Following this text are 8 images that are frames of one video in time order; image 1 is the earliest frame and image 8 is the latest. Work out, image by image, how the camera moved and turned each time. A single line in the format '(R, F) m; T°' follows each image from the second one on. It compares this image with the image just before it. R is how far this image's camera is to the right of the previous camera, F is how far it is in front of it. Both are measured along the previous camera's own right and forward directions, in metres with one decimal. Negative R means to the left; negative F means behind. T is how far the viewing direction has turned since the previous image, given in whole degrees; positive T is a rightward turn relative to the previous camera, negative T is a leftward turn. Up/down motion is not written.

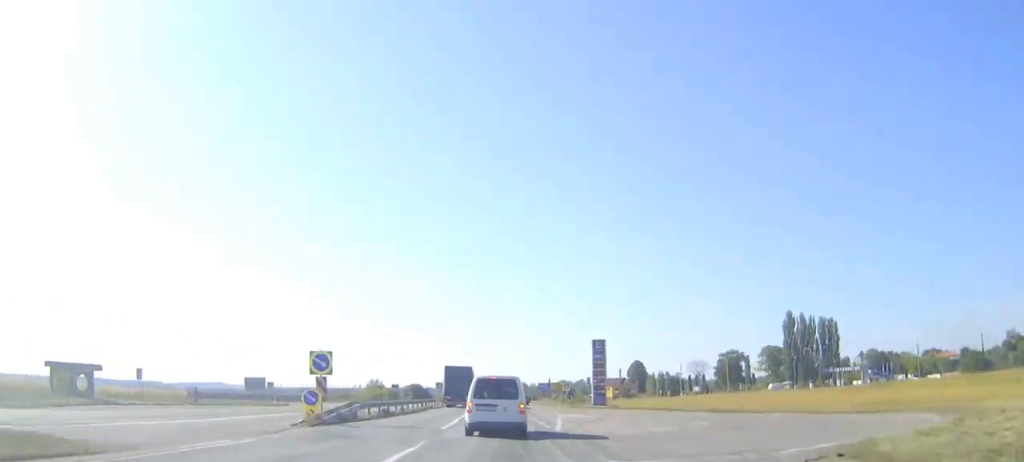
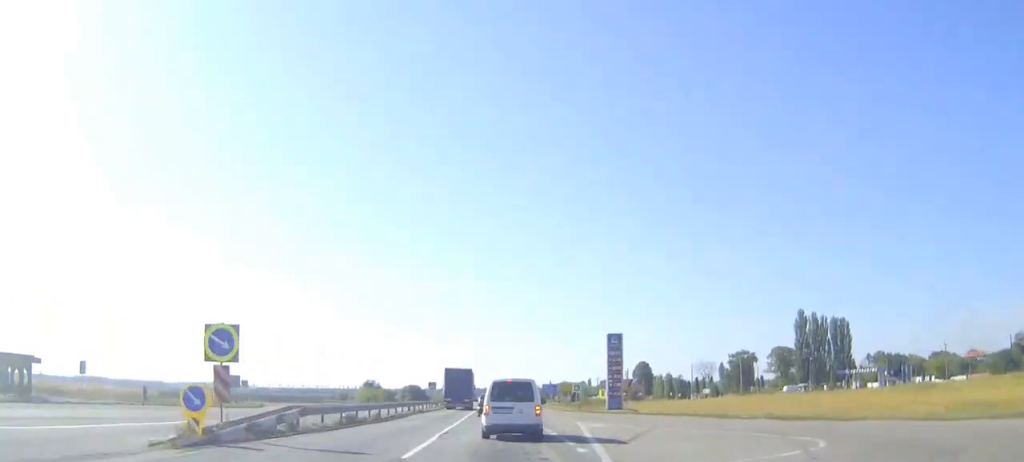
(0.0, +12.0) m; 0°
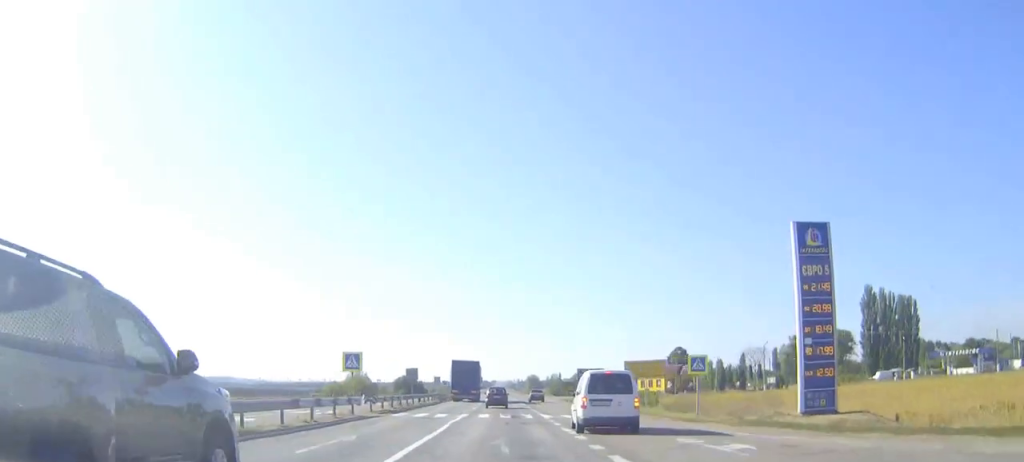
(-0.1, +52.0) m; 0°
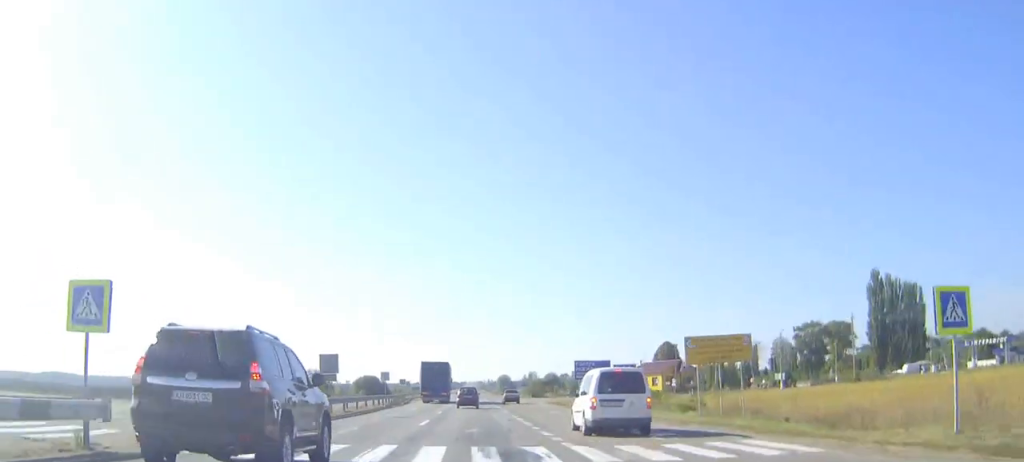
(0.0, +23.6) m; 0°
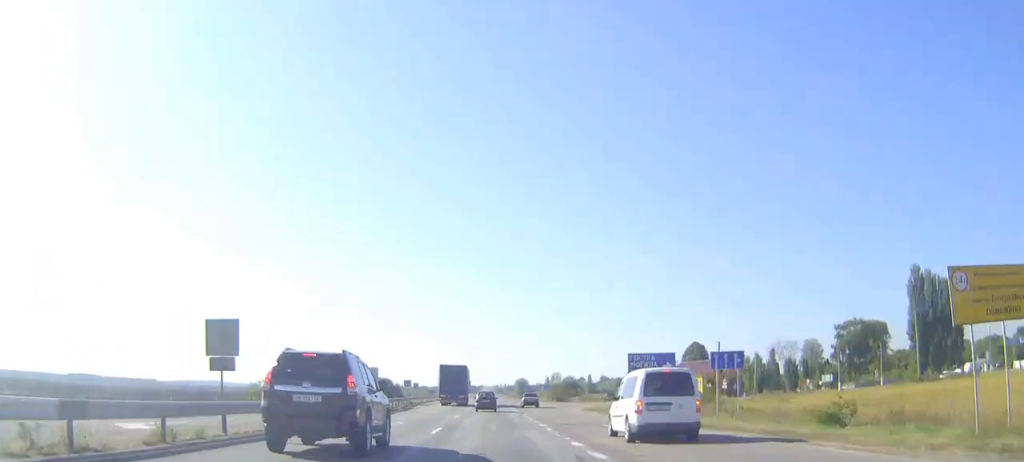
(0.0, +19.2) m; 0°
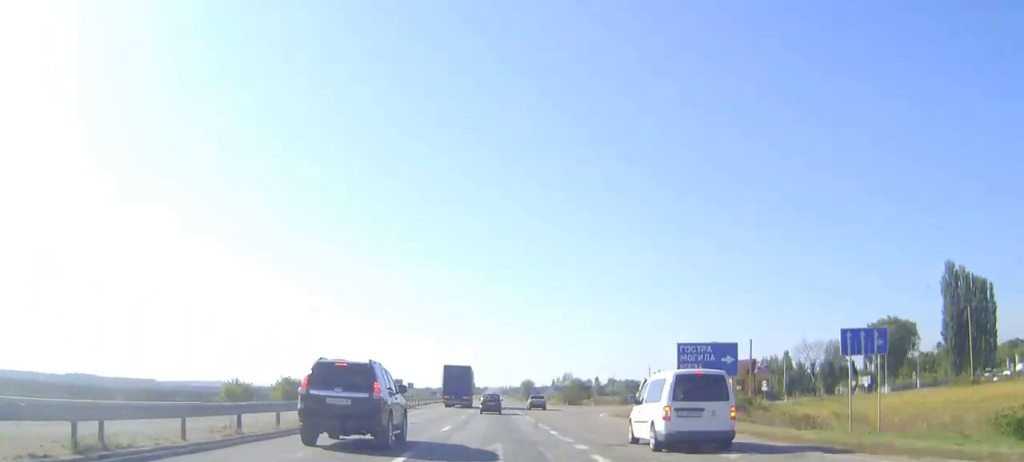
(0.0, +11.8) m; 0°
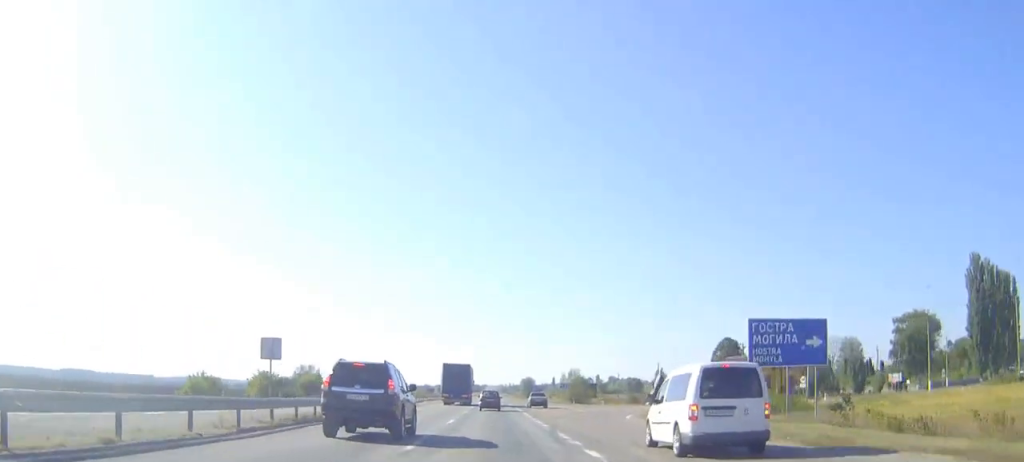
(0.0, +11.1) m; 0°
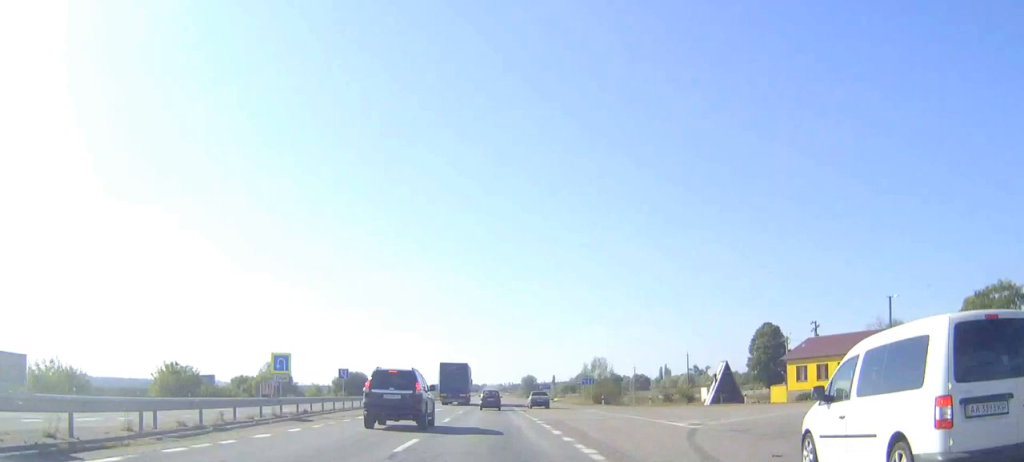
(+0.1, +31.4) m; 0°
